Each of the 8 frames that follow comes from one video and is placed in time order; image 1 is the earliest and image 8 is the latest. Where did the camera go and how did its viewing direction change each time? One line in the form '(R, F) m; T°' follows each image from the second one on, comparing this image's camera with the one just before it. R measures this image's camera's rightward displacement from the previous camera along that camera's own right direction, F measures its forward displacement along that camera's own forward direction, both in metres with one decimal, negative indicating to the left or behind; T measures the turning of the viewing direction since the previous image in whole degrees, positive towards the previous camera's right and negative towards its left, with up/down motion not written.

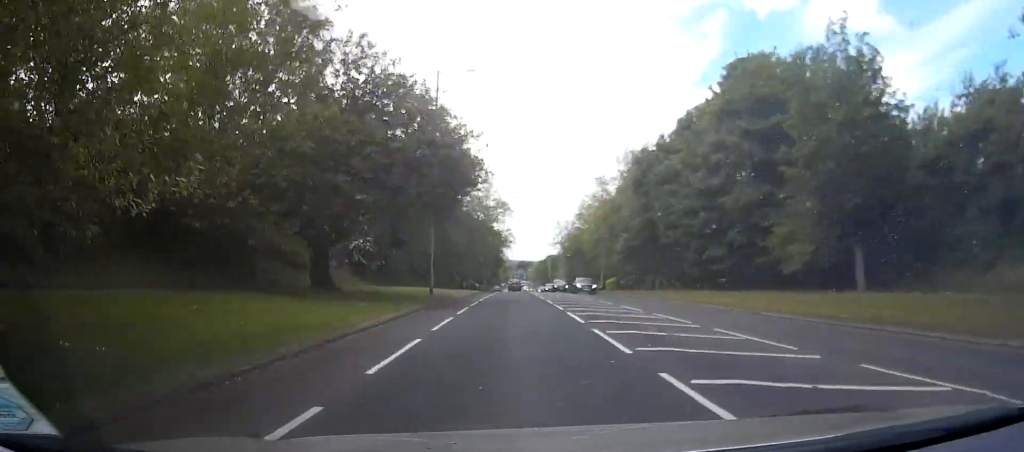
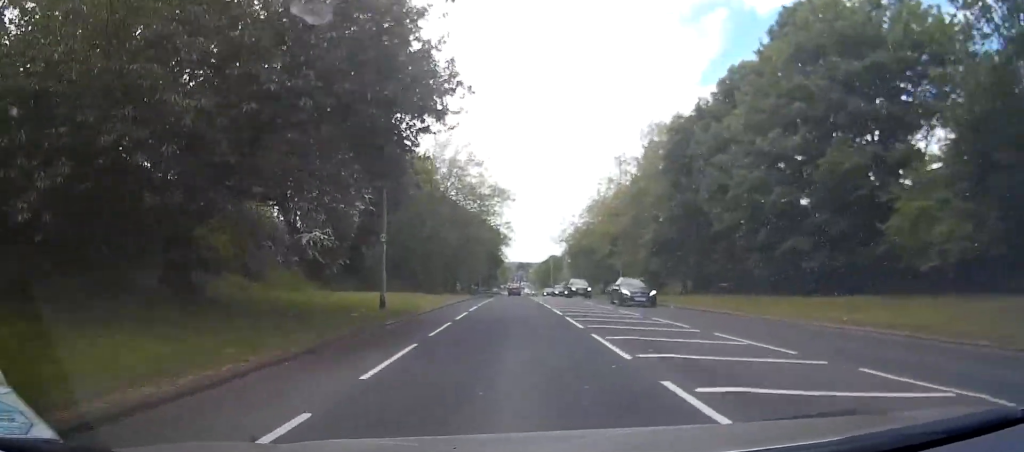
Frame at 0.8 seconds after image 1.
(0.0, +11.9) m; 0°
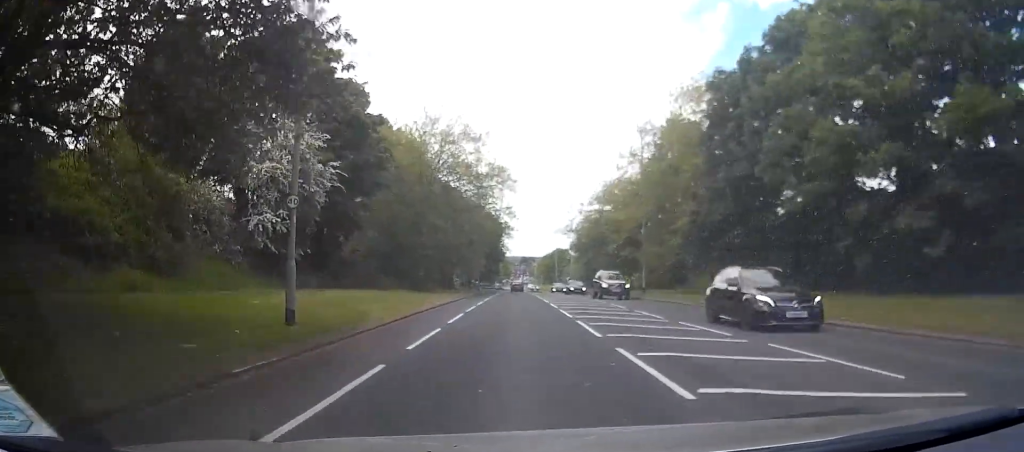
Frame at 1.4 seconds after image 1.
(0.0, +8.8) m; +1°
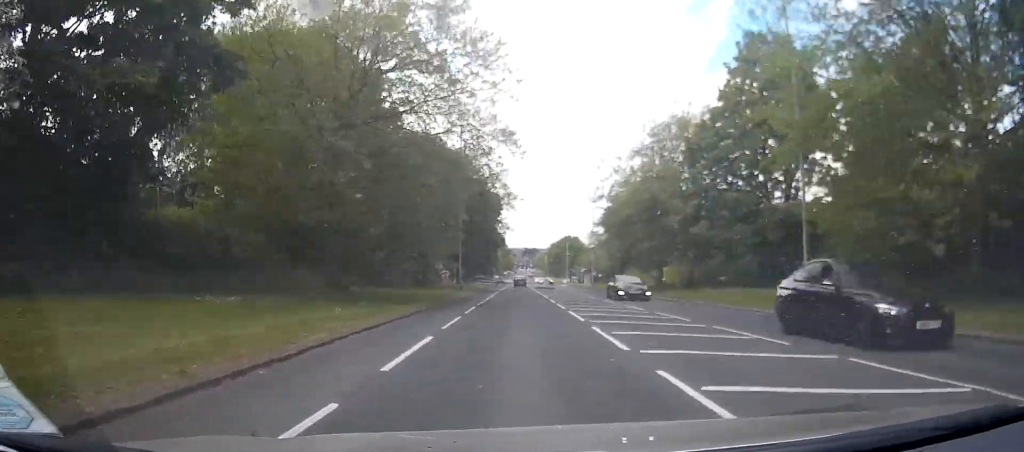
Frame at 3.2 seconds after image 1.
(+0.6, +27.0) m; +1°
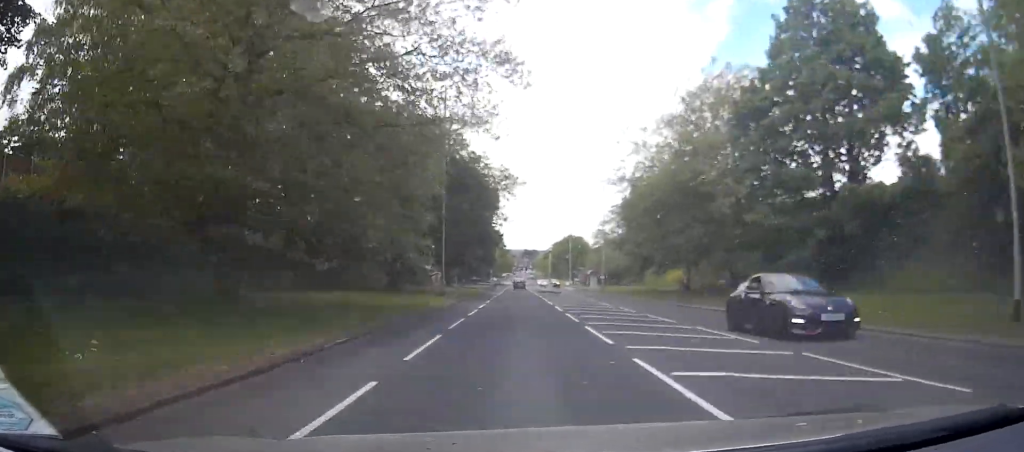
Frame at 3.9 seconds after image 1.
(0.0, +10.9) m; -1°
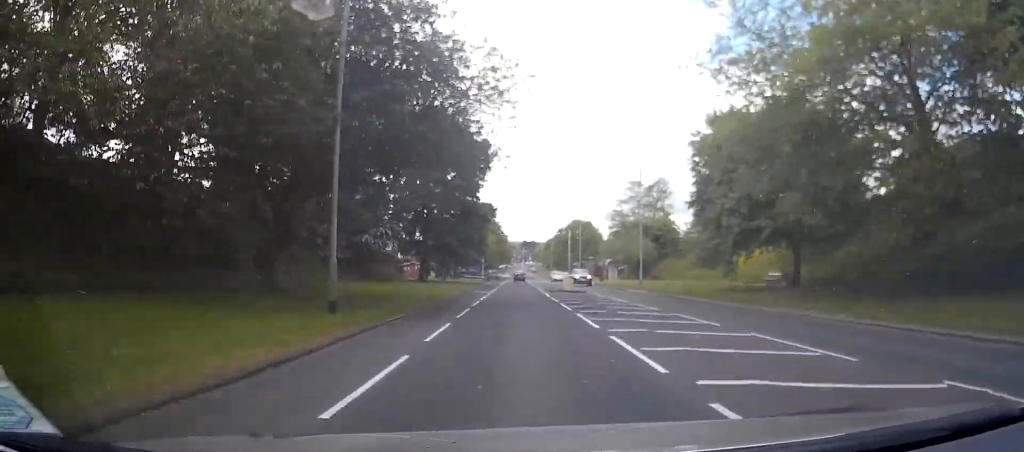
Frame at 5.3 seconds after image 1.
(-0.3, +21.8) m; -2°
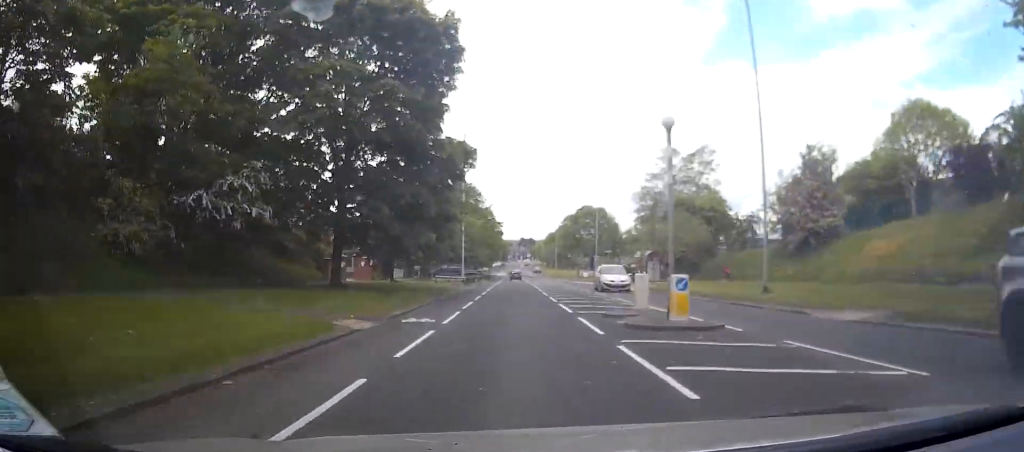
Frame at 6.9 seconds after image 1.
(-0.4, +25.4) m; 0°
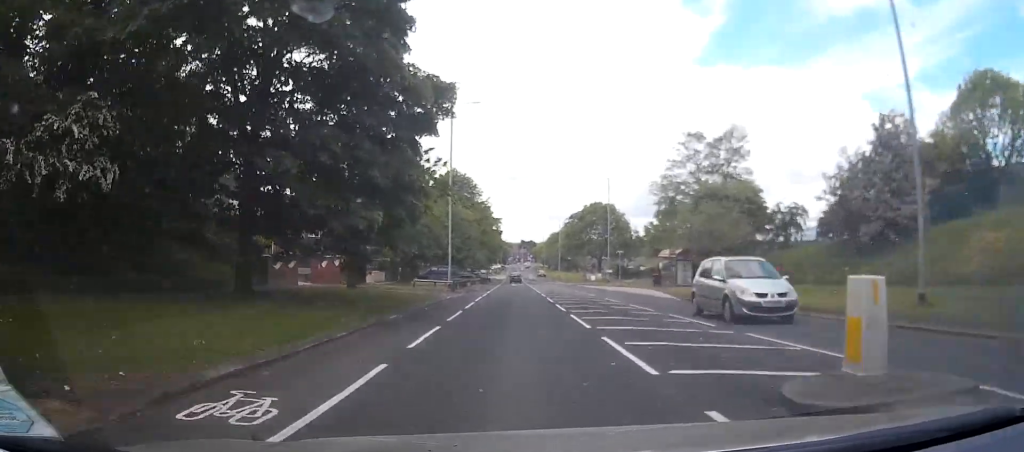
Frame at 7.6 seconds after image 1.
(+0.2, +10.5) m; +1°
